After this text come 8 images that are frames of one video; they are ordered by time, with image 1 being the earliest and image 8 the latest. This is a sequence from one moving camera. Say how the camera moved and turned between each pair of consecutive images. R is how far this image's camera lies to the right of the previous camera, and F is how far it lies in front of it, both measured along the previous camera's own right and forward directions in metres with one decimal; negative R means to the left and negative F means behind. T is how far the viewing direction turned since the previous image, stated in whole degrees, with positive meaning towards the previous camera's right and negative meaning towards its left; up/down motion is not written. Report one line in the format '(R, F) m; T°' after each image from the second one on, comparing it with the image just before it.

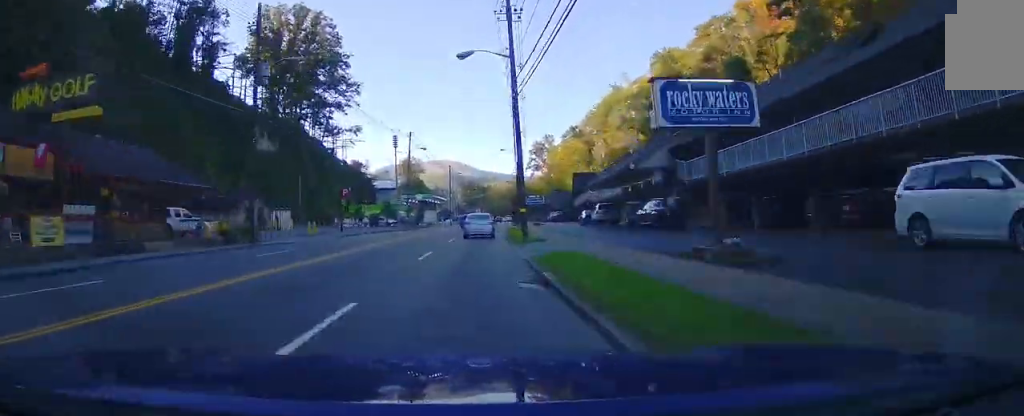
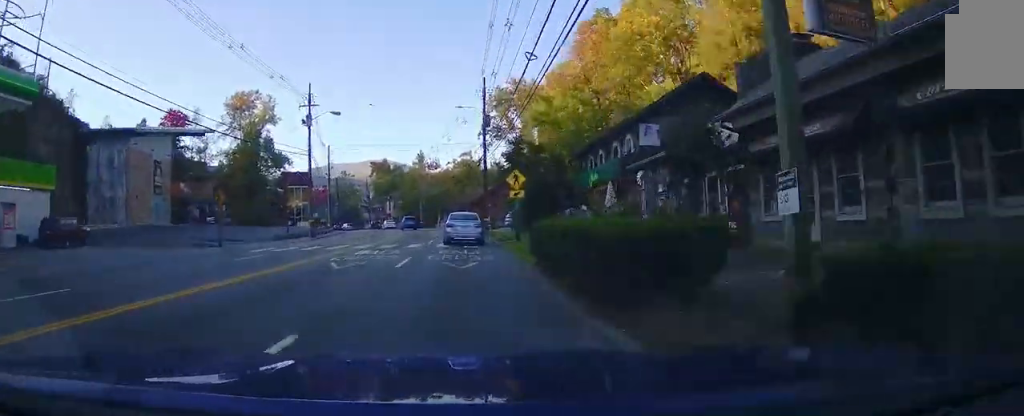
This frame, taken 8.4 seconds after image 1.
(+3.9, +109.8) m; +1°
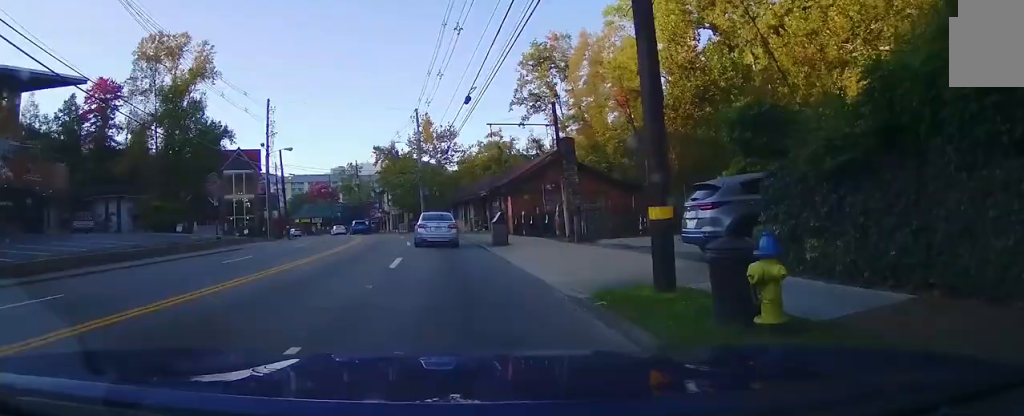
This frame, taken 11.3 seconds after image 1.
(-0.8, +35.8) m; -4°
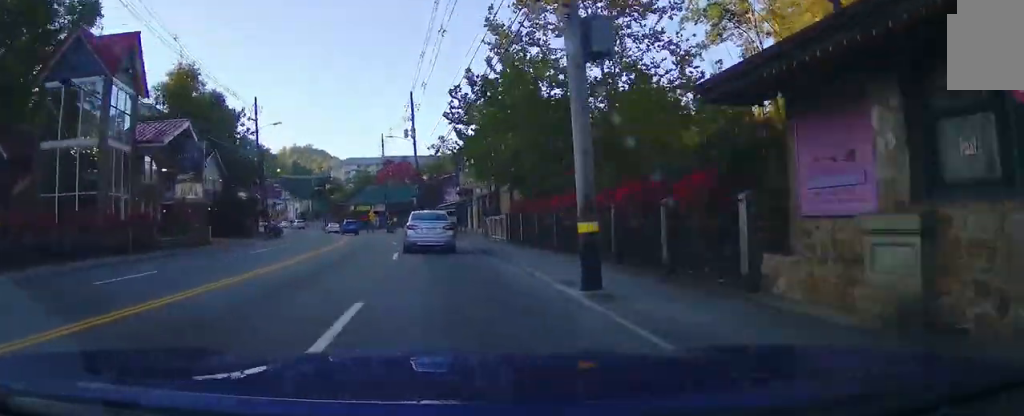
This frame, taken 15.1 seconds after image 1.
(-2.5, +42.8) m; -9°
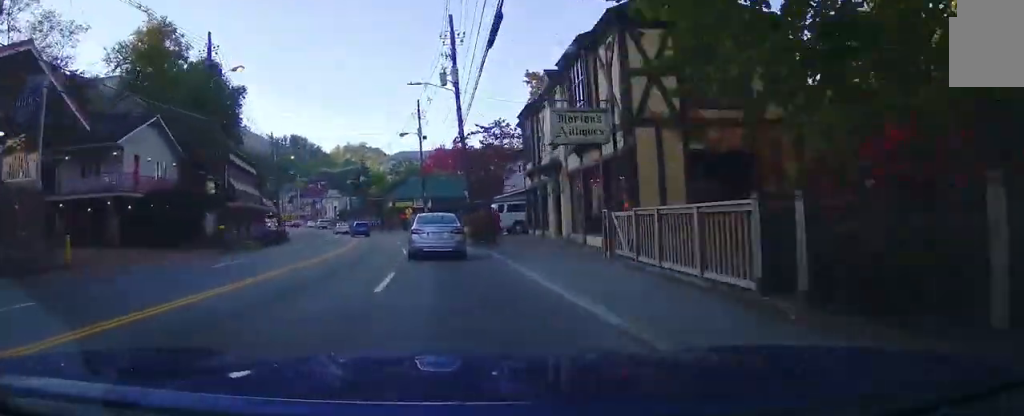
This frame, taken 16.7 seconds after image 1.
(-0.5, +17.5) m; -5°
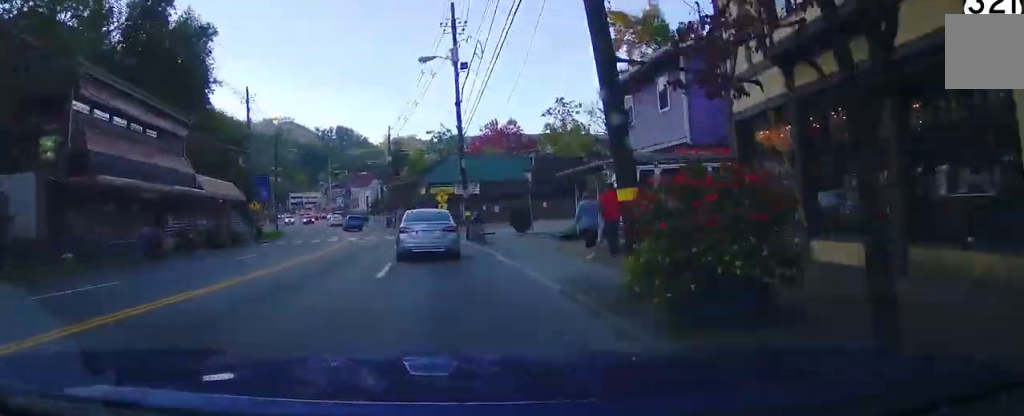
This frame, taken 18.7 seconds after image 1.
(-1.2, +20.4) m; -6°
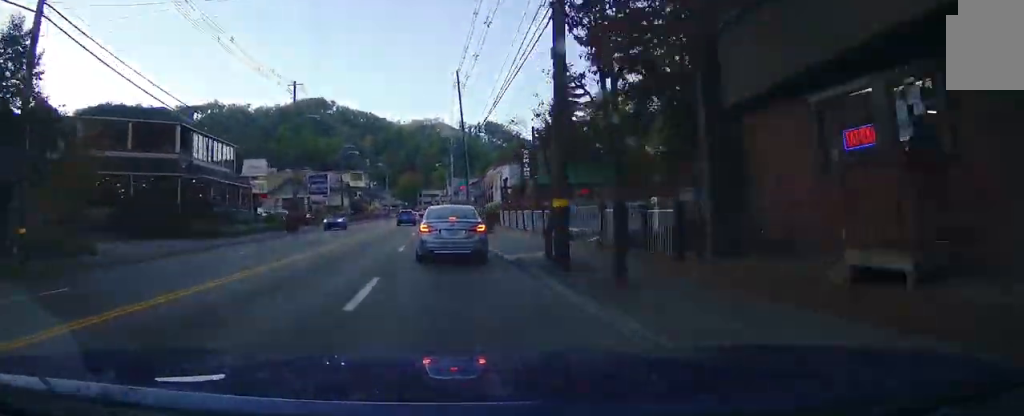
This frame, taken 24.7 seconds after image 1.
(-7.9, +54.4) m; -16°
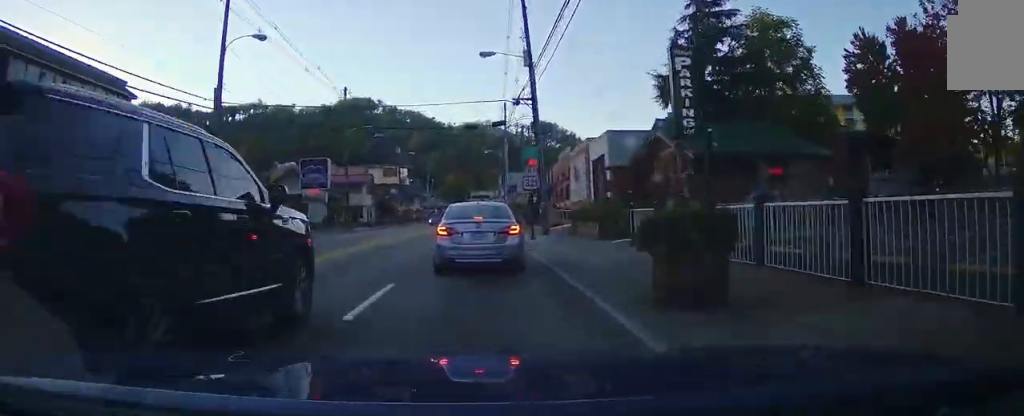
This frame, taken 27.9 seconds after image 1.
(-2.1, +26.6) m; -4°
